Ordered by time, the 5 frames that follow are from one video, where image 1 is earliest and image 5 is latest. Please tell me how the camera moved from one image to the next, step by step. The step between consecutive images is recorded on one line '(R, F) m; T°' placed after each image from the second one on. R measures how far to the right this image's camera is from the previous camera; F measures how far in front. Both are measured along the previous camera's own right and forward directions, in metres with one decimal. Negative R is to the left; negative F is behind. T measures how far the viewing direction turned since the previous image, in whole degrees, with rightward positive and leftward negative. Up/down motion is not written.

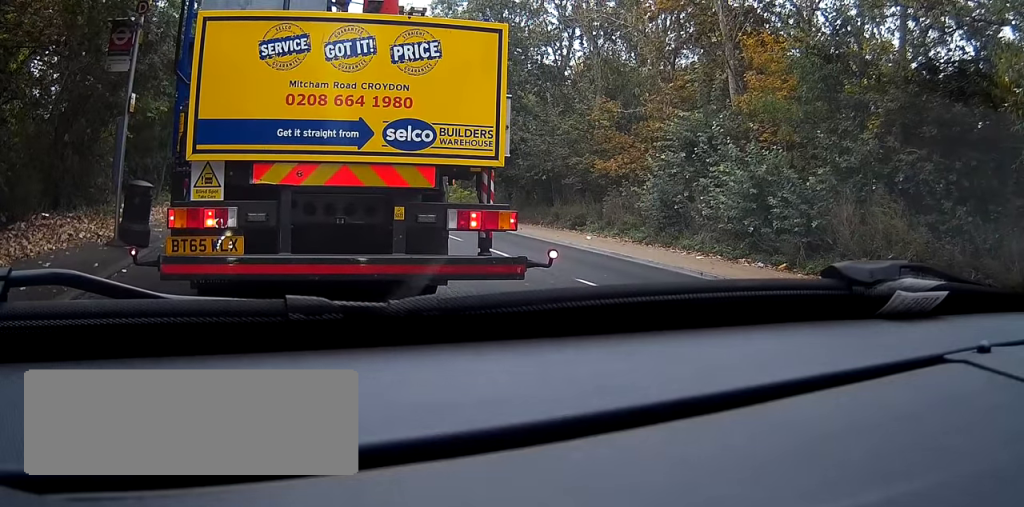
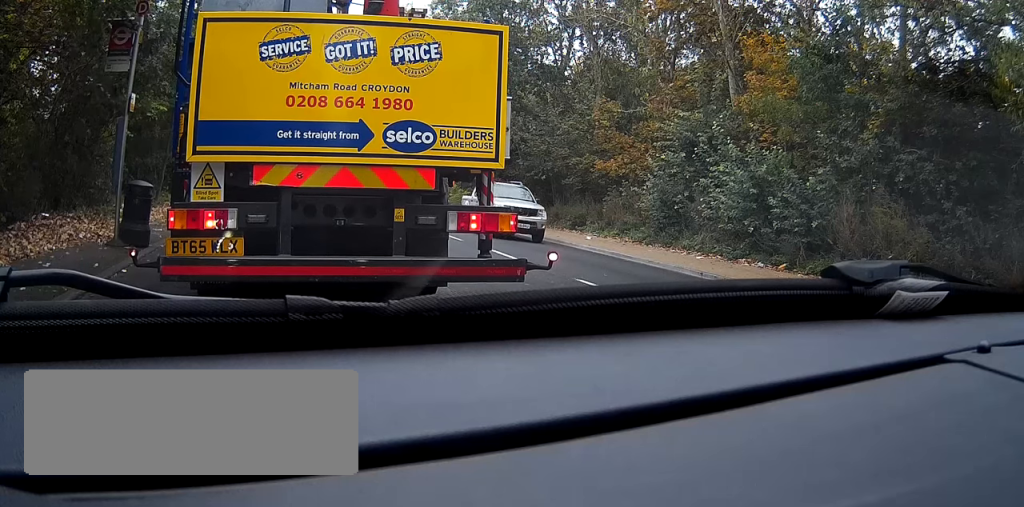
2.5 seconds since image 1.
(0.0, 0.0) m; 0°
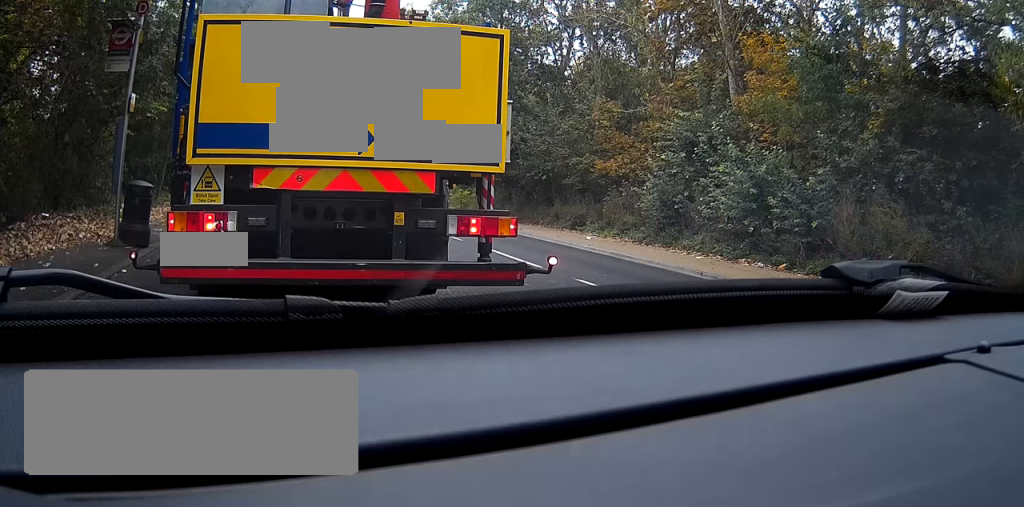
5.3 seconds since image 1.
(0.0, 0.0) m; 0°
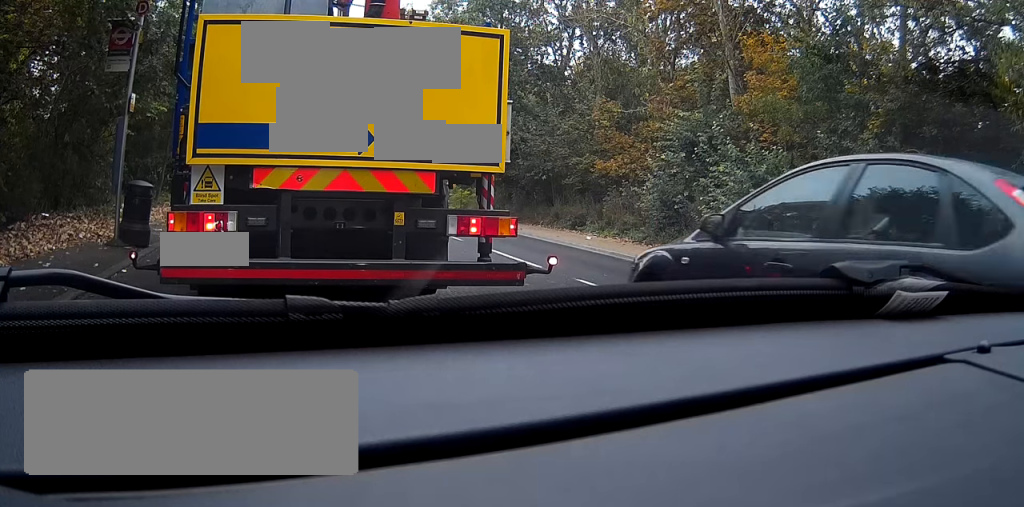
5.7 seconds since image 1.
(0.0, 0.0) m; 0°
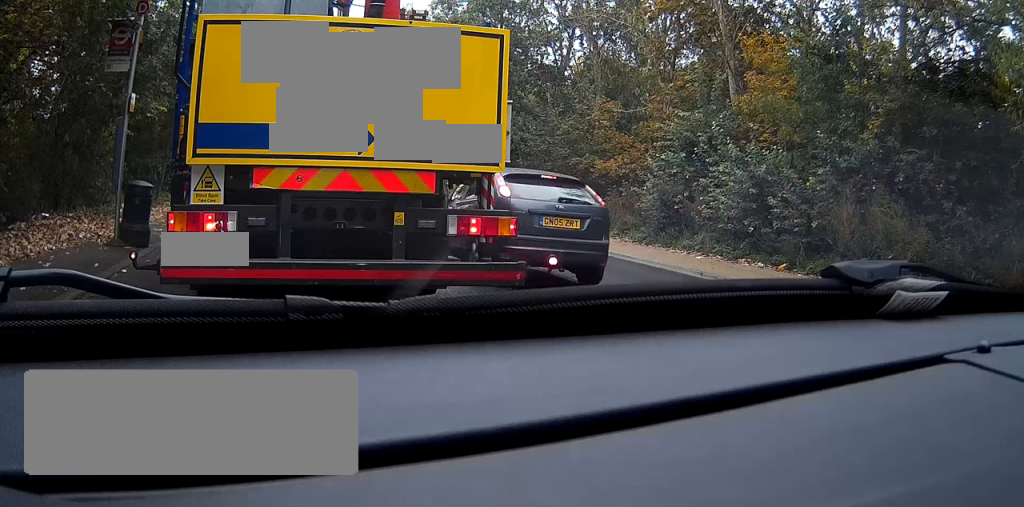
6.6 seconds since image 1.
(0.0, 0.0) m; 0°
